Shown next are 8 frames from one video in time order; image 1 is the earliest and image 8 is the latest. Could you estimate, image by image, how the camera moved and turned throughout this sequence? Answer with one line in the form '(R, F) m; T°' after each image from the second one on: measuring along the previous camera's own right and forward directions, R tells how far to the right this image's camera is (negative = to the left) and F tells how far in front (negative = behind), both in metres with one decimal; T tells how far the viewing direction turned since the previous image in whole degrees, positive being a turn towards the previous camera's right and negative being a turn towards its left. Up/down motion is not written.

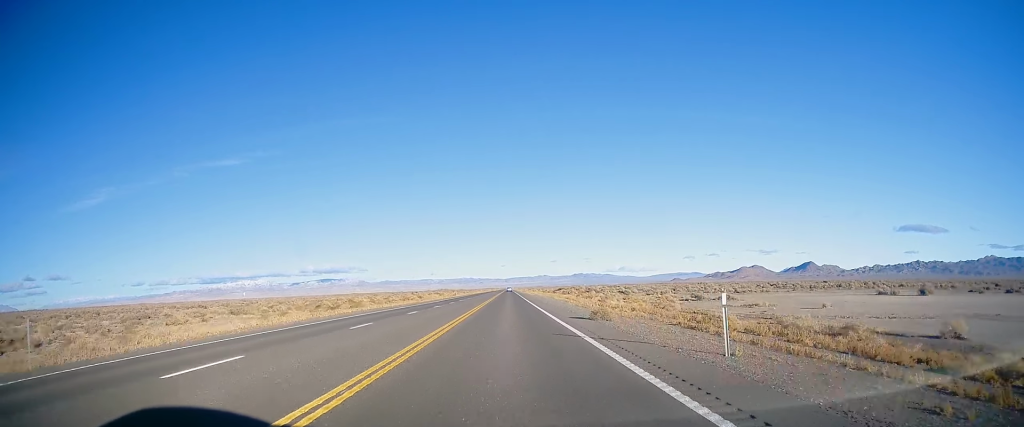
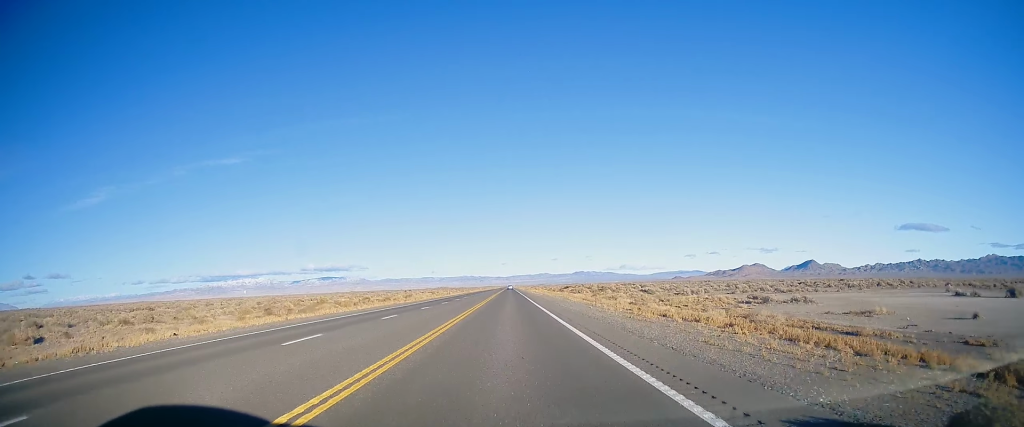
(+0.1, +18.7) m; 0°
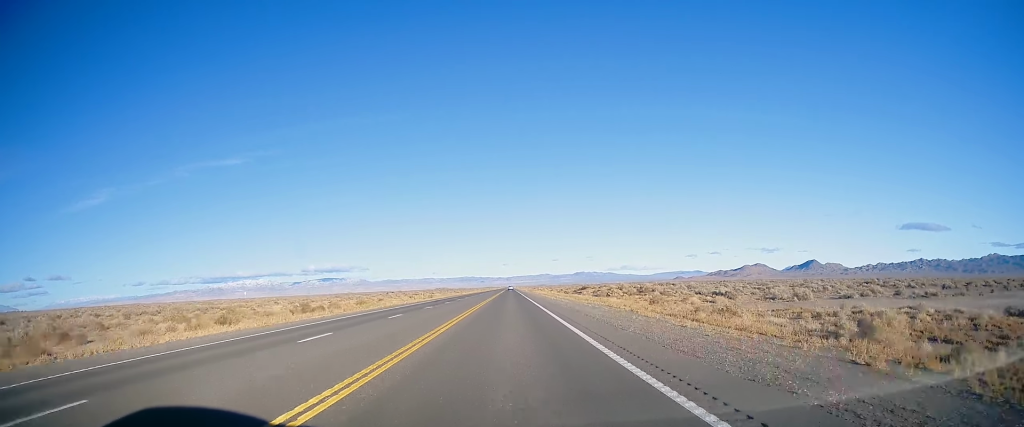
(0.0, +34.7) m; 0°
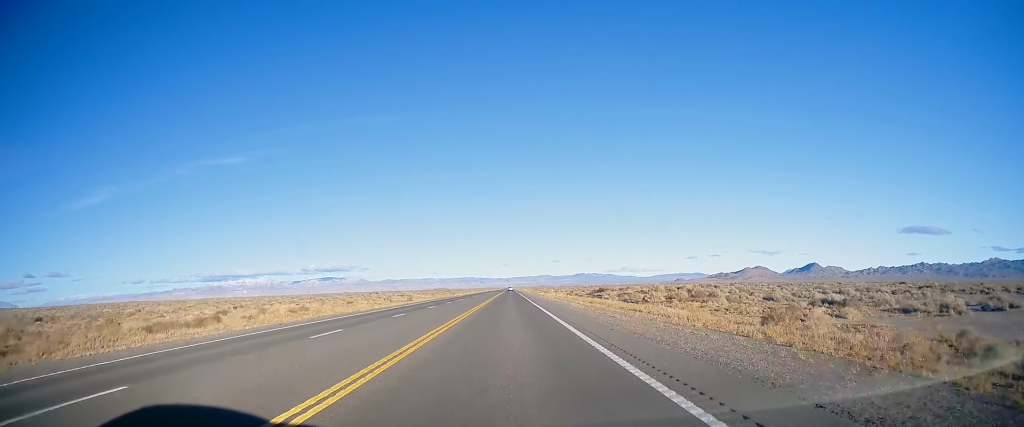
(0.0, +23.0) m; 0°
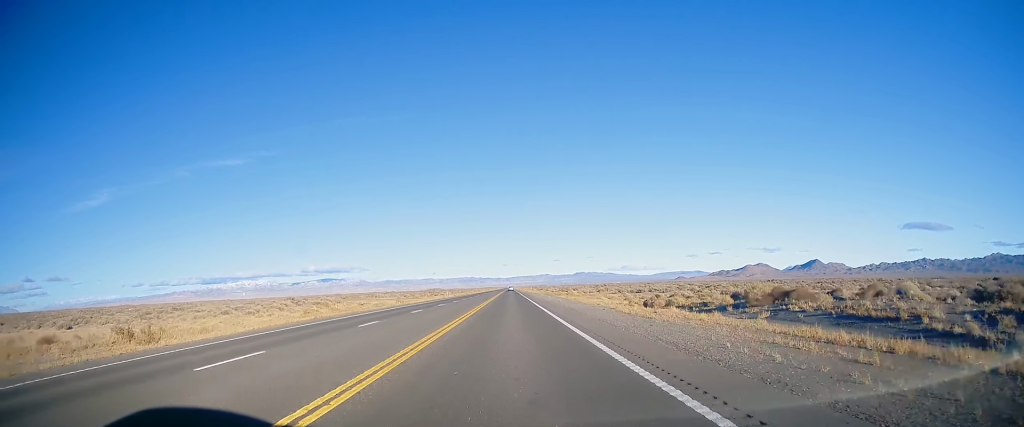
(+0.4, +67.0) m; 0°
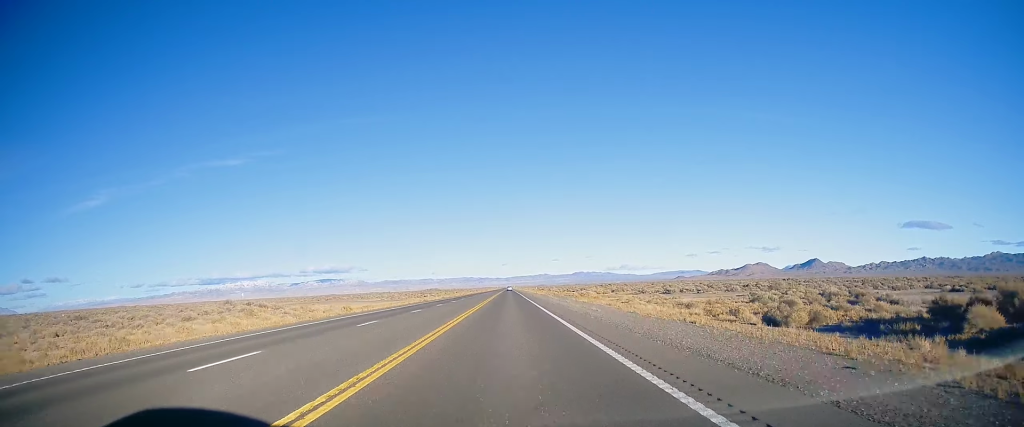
(-0.4, +24.3) m; 0°
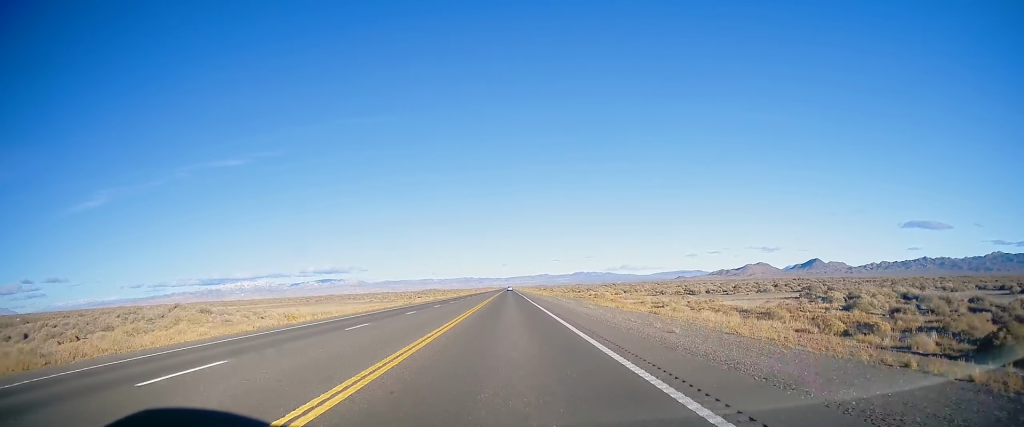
(+0.1, +13.9) m; 0°
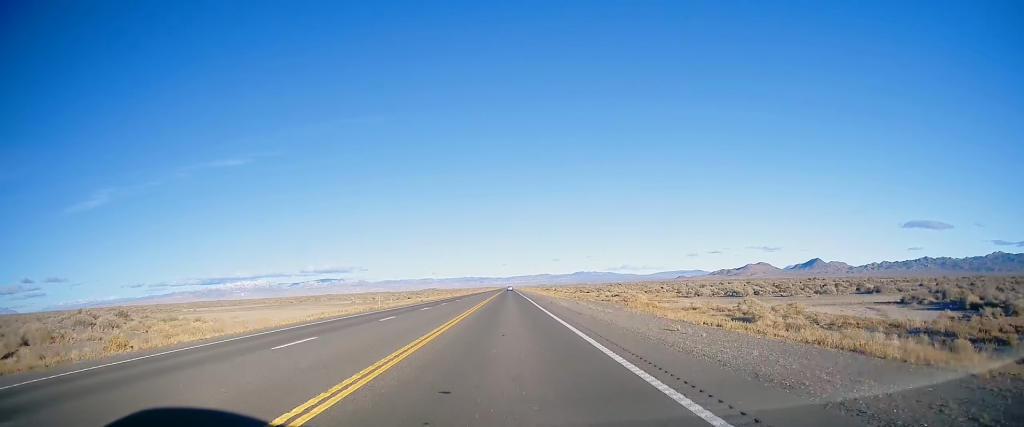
(+0.3, +18.5) m; 0°
